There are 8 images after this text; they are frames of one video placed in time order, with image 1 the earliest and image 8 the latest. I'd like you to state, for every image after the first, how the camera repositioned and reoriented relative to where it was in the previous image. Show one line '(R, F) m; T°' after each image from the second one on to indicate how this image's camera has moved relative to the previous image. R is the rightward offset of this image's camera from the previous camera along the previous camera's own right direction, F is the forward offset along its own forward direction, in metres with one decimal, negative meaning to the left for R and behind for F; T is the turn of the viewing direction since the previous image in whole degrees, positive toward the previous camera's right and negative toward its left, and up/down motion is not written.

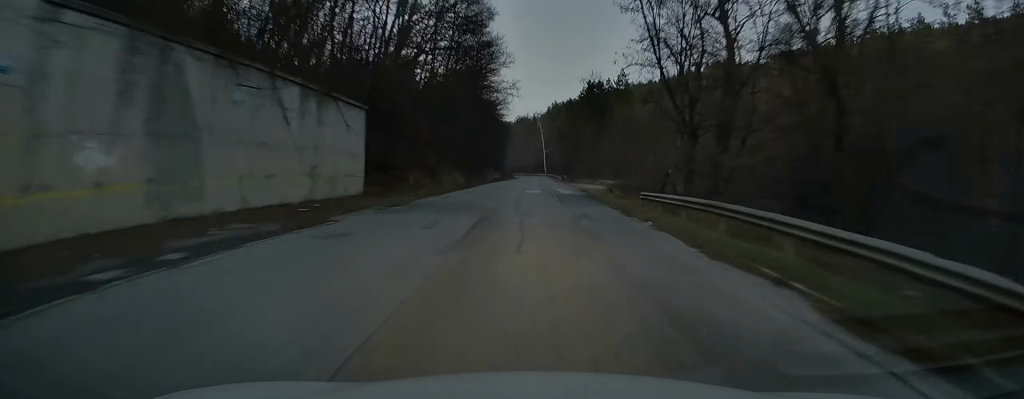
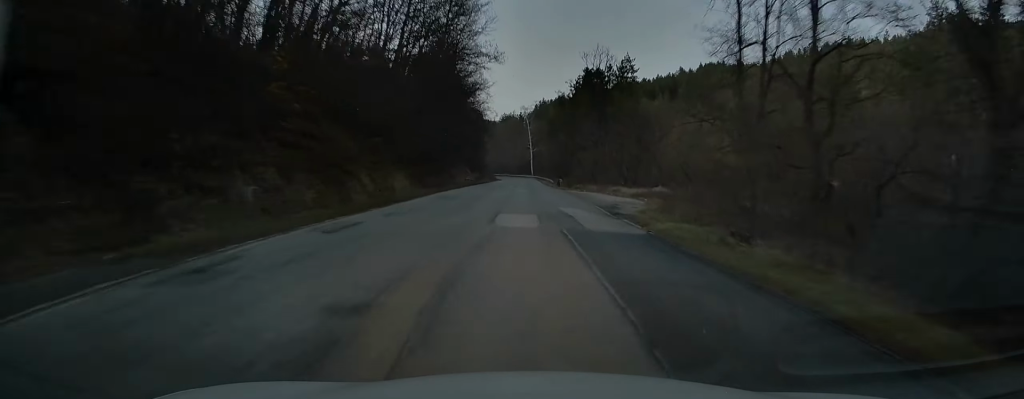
(+0.2, +21.8) m; +1°
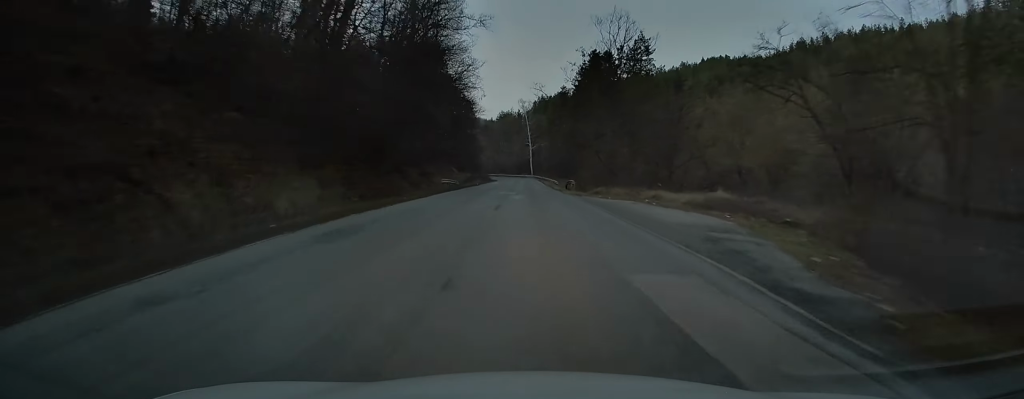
(+0.1, +16.3) m; 0°
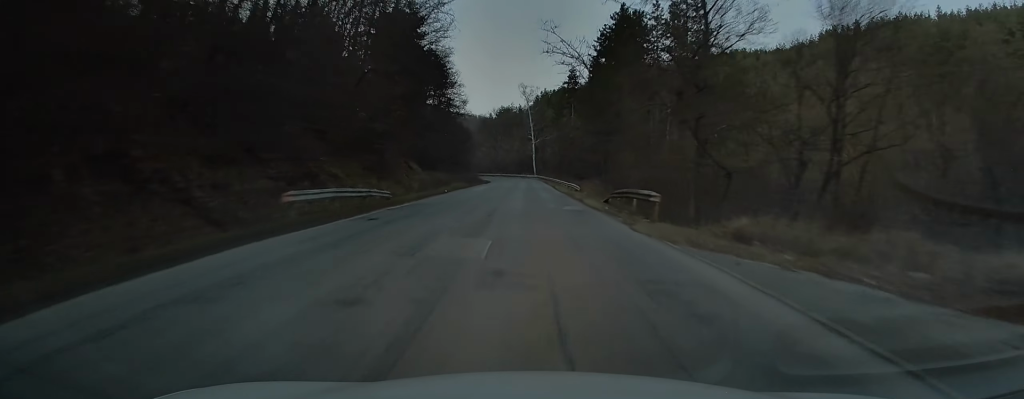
(-0.1, +27.7) m; -1°
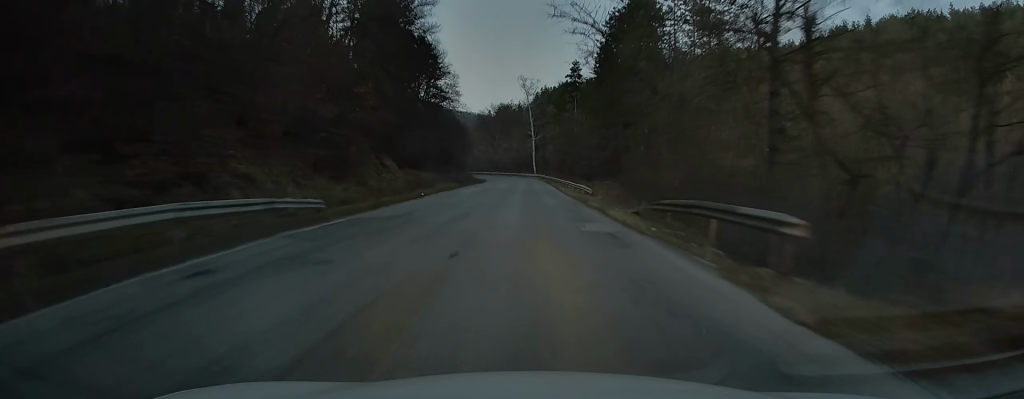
(0.0, +8.7) m; 0°
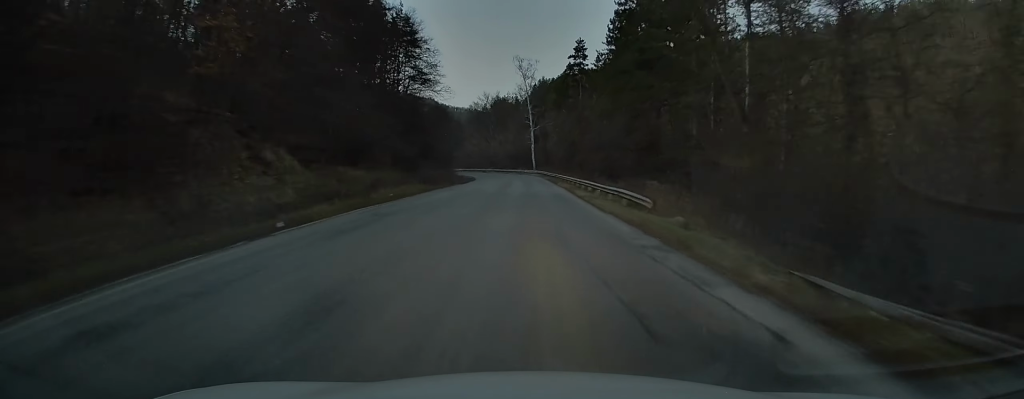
(-0.1, +18.1) m; 0°
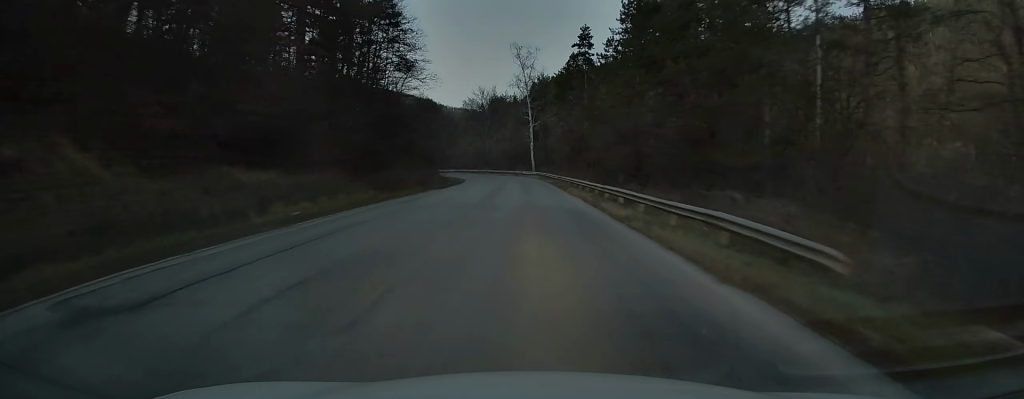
(0.0, +12.0) m; 0°
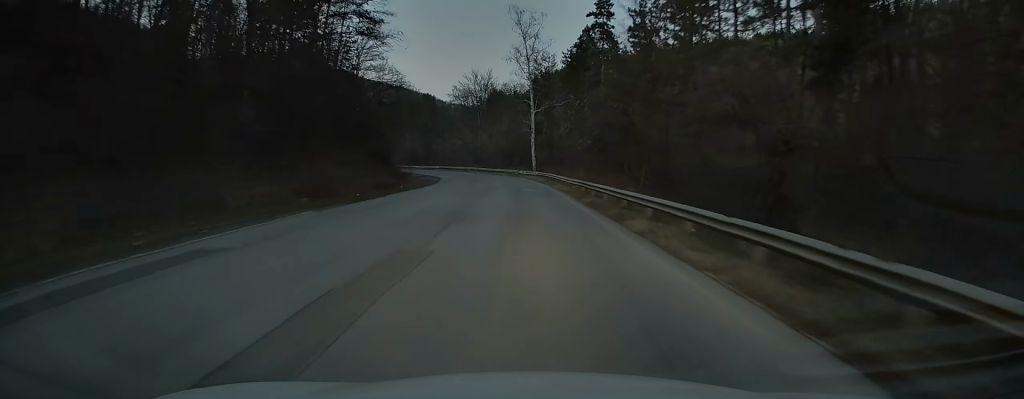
(+0.1, +21.5) m; 0°
